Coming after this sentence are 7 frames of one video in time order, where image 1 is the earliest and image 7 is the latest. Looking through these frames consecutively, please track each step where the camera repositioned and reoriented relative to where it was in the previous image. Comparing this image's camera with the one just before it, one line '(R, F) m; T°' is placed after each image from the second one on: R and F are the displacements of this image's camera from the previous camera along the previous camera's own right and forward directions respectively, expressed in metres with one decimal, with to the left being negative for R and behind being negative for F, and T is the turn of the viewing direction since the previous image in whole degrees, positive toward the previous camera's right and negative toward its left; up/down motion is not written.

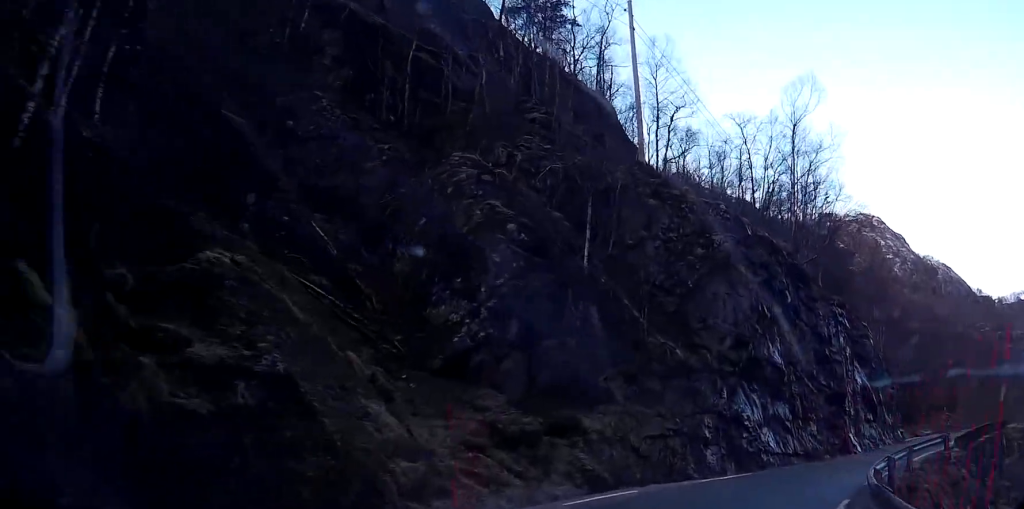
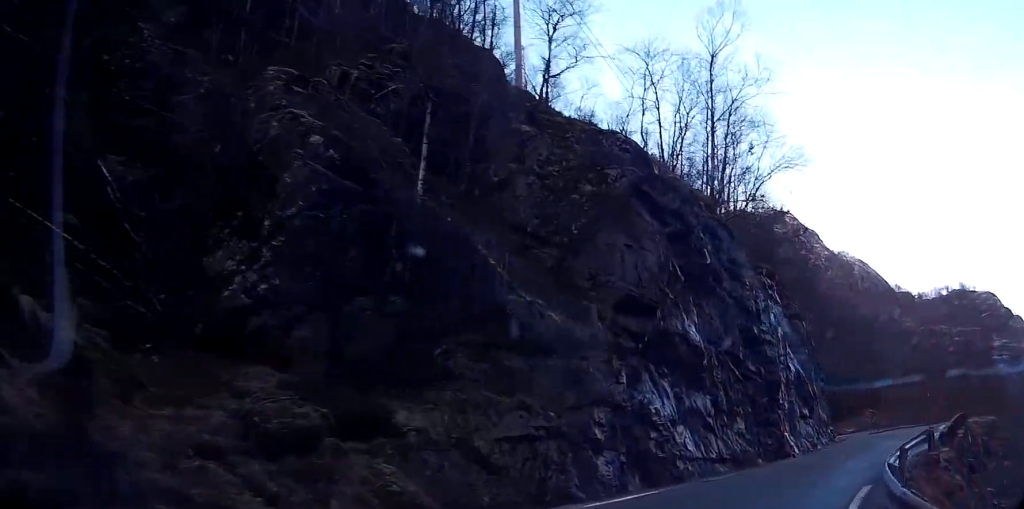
(+0.3, +4.6) m; +8°
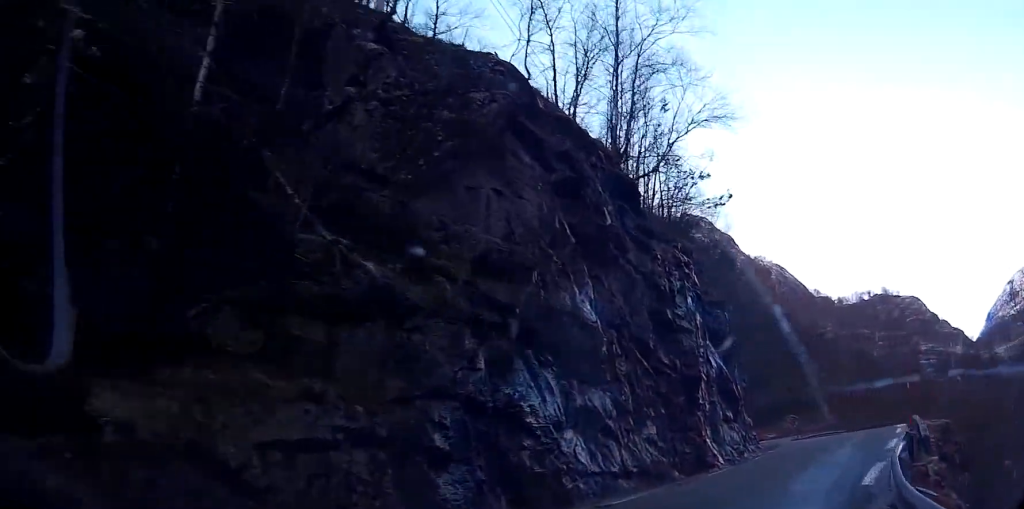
(+0.2, +3.9) m; +5°
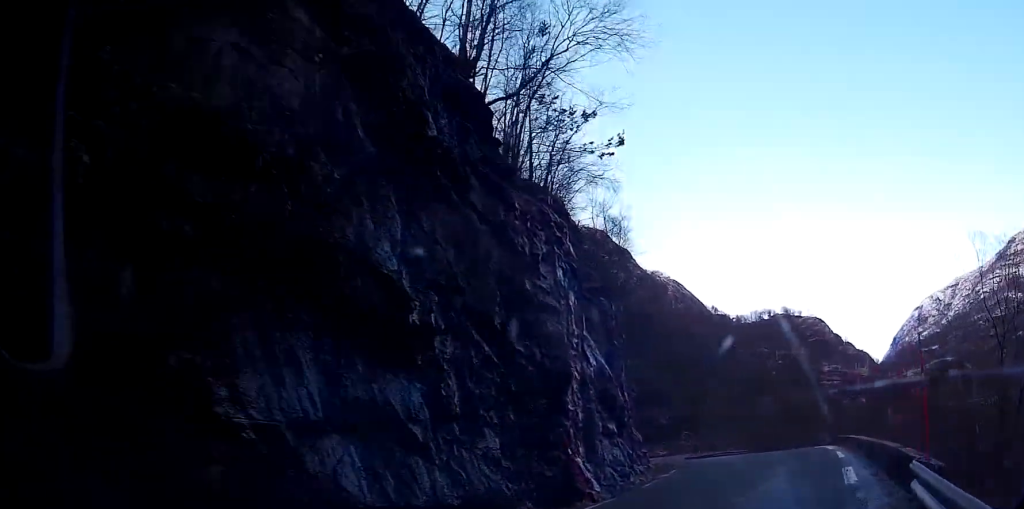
(+0.5, +5.5) m; +4°
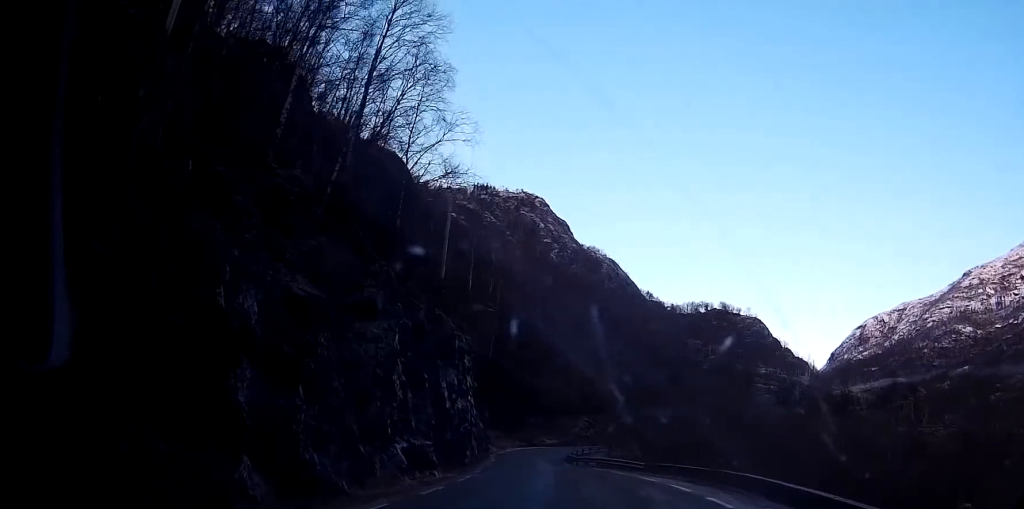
(-3.9, +27.2) m; -27°
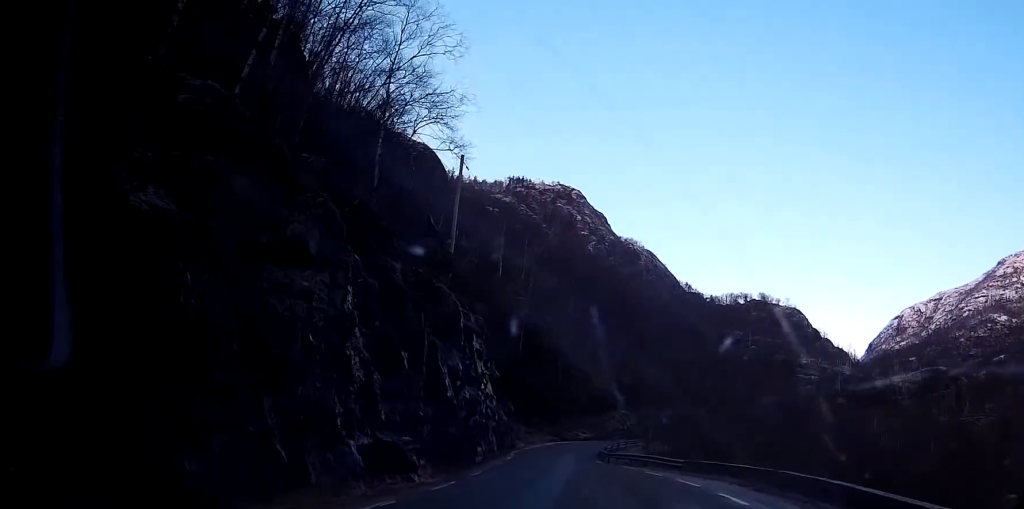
(-0.8, +7.7) m; -7°
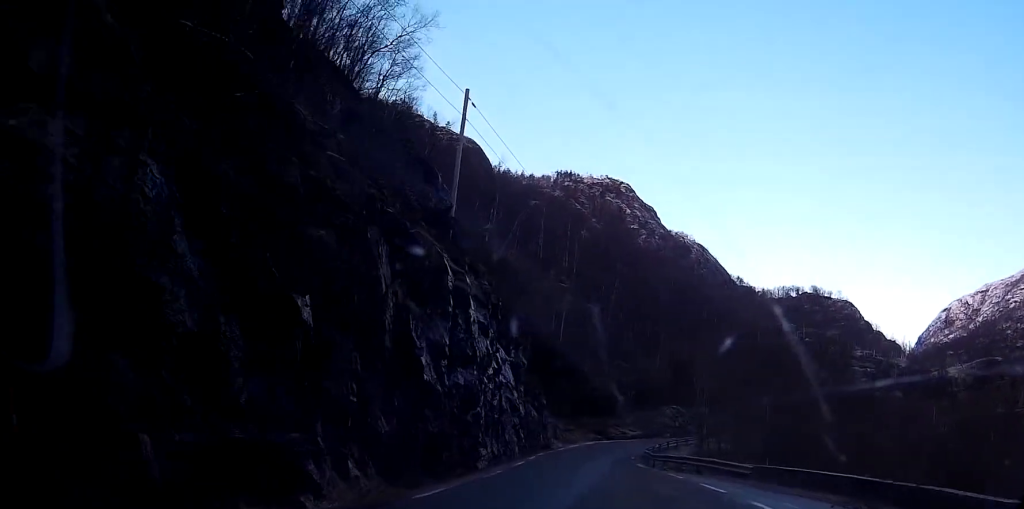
(-0.3, +13.4) m; -2°
